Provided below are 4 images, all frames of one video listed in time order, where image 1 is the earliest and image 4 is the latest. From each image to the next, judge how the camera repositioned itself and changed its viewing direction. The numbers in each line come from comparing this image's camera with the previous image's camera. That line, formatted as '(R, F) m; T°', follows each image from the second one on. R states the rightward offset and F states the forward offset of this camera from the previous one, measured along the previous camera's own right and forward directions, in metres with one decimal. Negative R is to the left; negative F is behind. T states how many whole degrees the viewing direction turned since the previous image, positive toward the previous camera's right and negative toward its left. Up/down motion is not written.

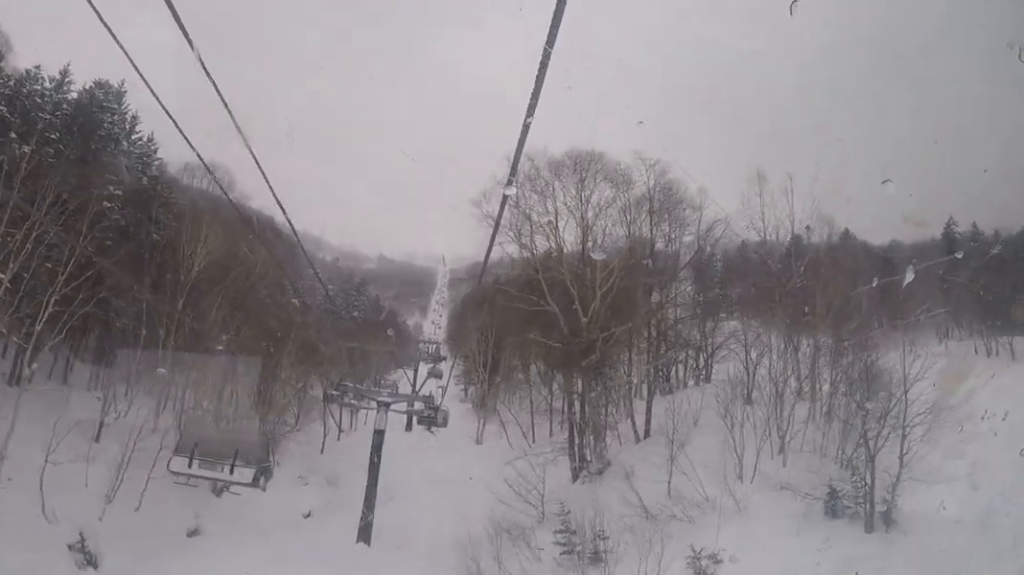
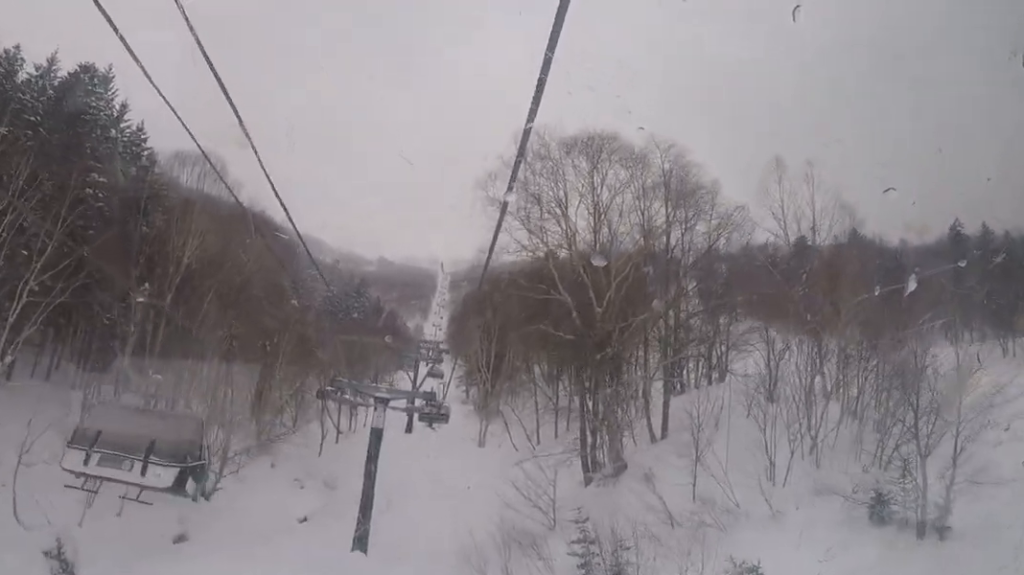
(+0.5, +2.4) m; +4°
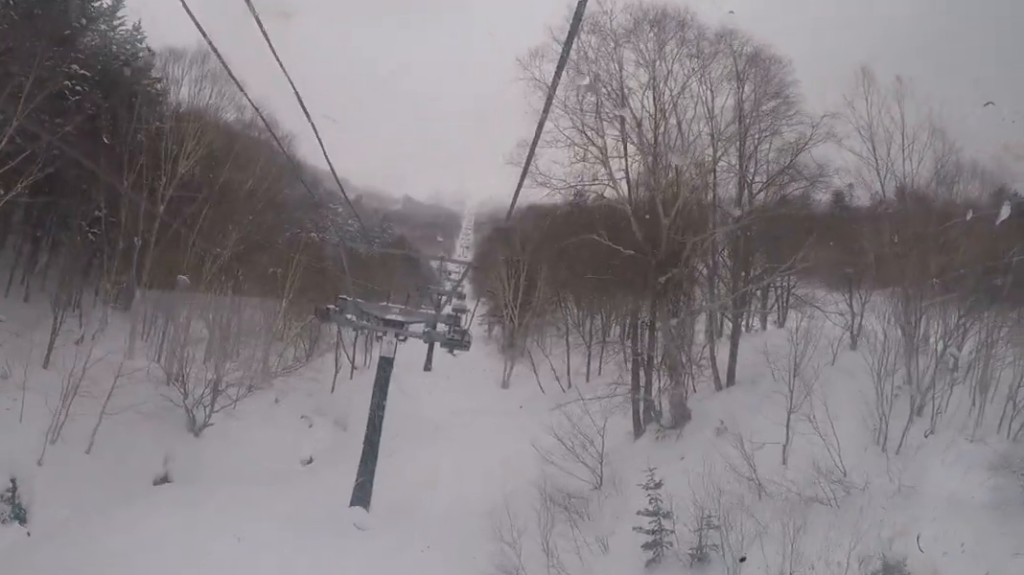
(-0.5, +5.1) m; +5°
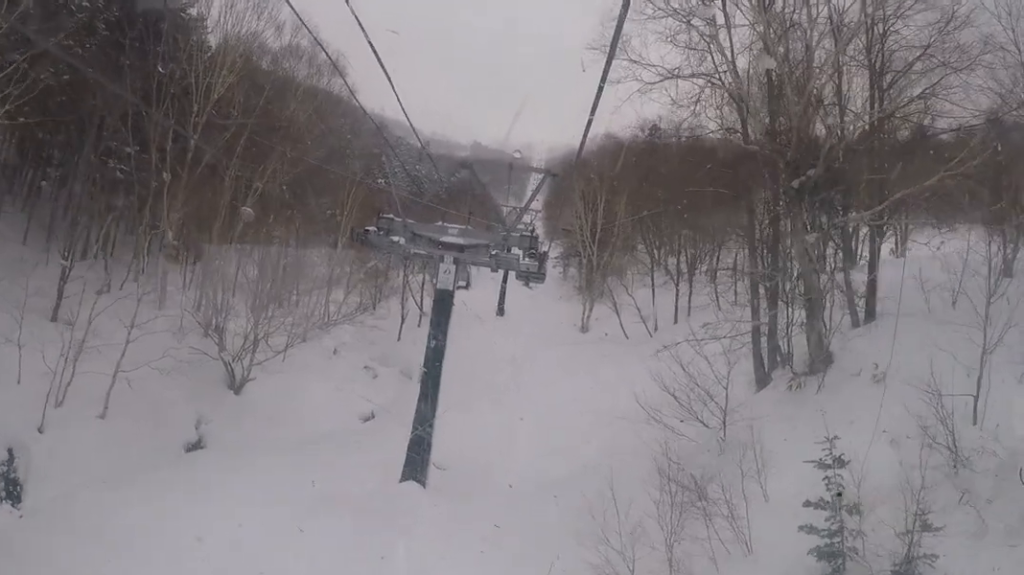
(+0.9, +4.9) m; +3°
